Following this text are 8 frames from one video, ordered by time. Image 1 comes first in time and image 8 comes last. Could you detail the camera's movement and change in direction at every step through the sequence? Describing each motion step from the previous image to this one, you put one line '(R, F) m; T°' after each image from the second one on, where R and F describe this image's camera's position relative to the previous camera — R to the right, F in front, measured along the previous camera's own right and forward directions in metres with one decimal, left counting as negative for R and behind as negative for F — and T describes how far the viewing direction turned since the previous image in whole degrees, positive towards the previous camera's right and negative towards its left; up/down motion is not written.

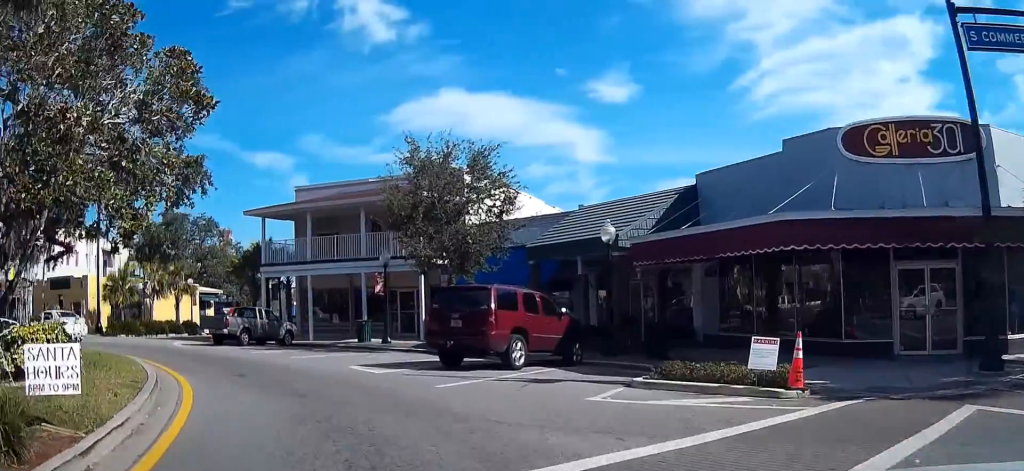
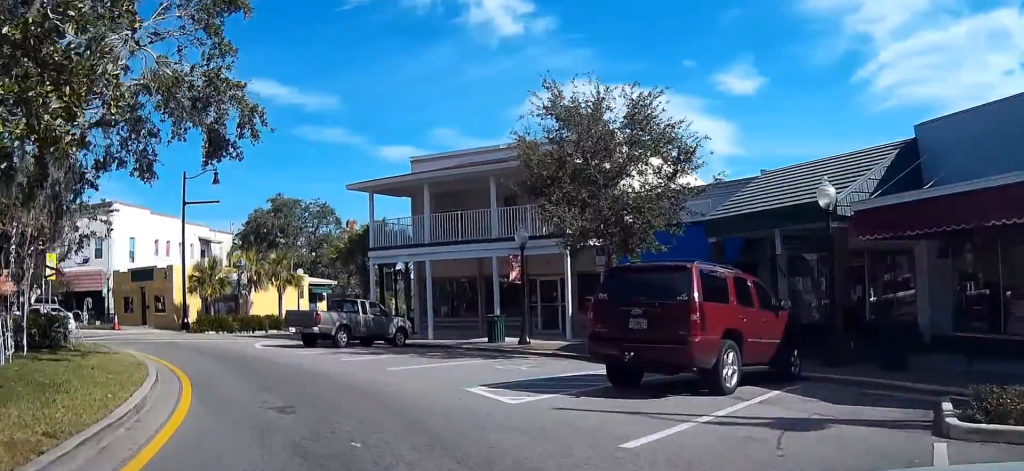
(-0.3, +6.7) m; -8°
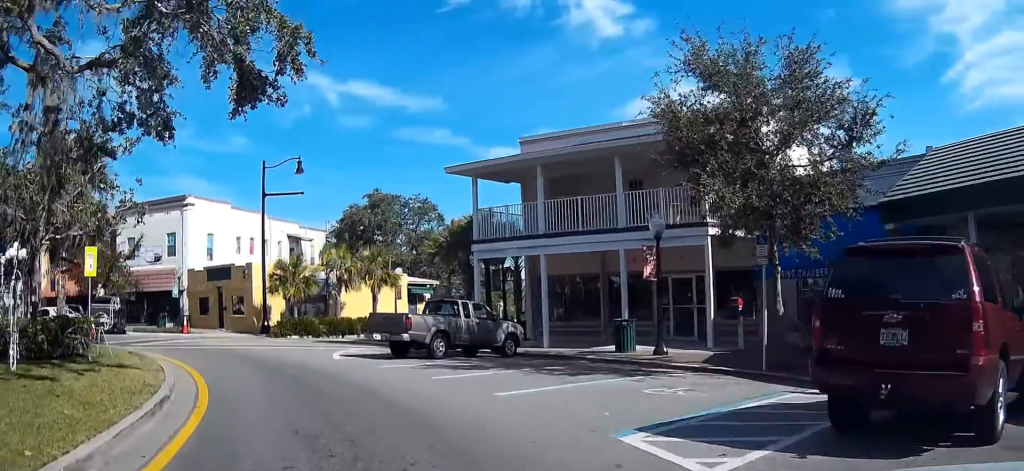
(-0.2, +4.6) m; -7°
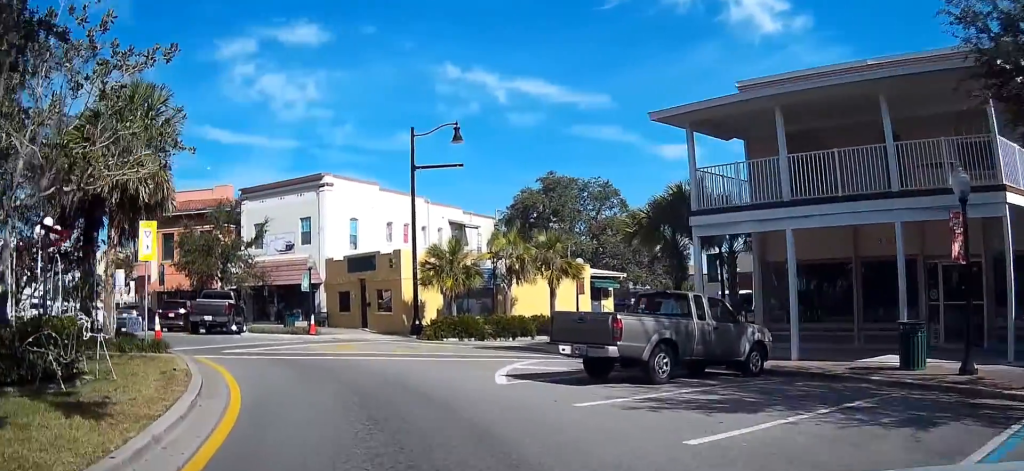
(-1.0, +7.5) m; -14°
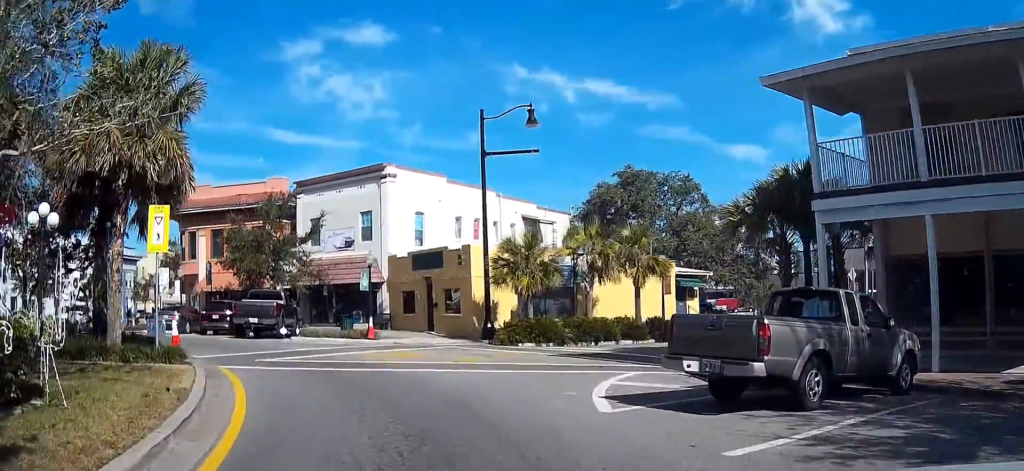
(-0.2, +3.4) m; -6°
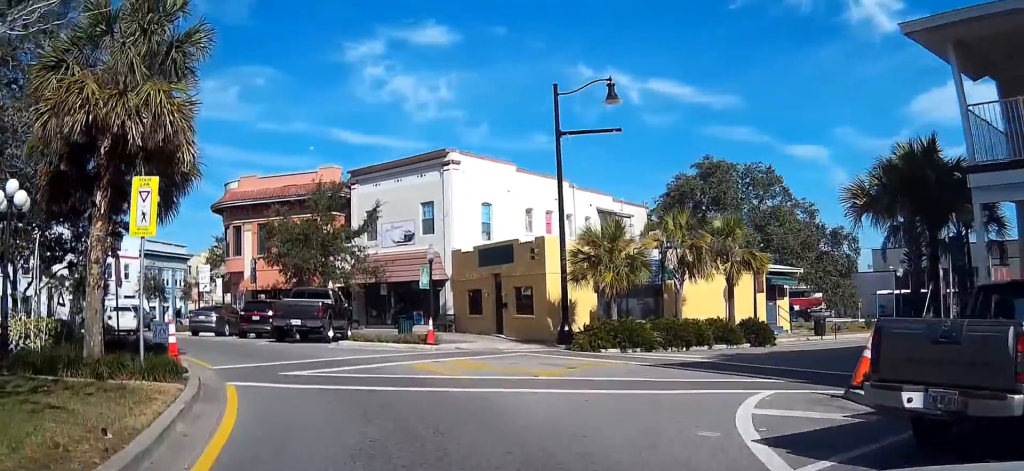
(-0.2, +3.6) m; -6°
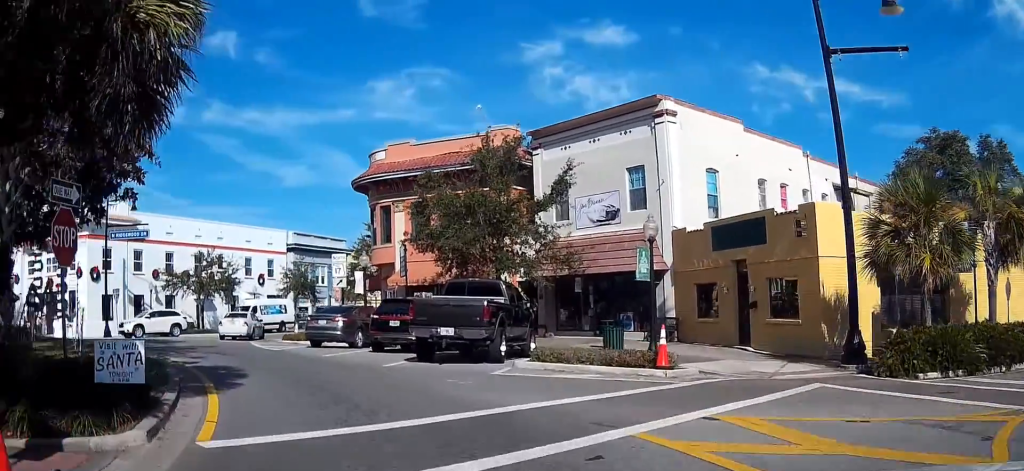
(-1.0, +8.4) m; -12°
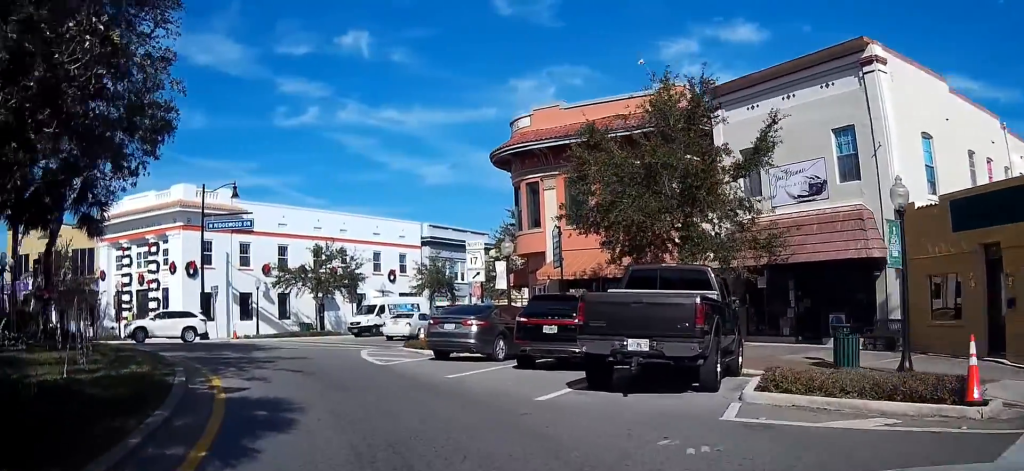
(-0.4, +5.3) m; -12°
